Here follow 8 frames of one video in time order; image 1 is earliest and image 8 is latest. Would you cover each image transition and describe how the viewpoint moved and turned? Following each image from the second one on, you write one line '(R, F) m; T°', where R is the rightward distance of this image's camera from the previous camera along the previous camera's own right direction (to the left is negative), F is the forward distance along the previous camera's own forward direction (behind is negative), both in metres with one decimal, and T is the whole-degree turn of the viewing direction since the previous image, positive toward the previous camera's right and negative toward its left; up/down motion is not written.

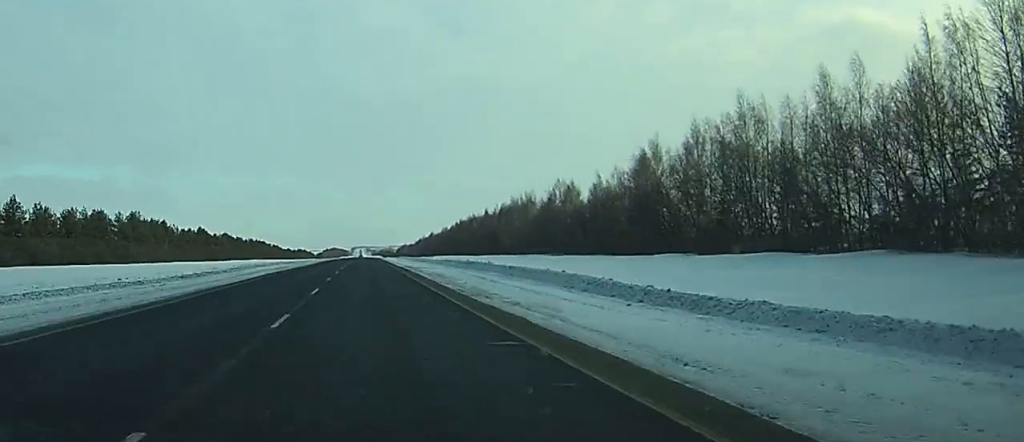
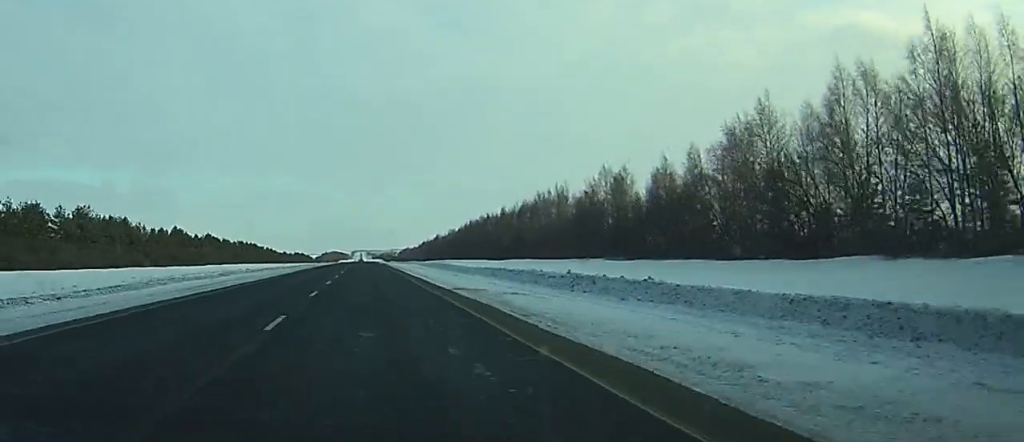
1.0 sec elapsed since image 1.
(+0.1, +36.2) m; 0°
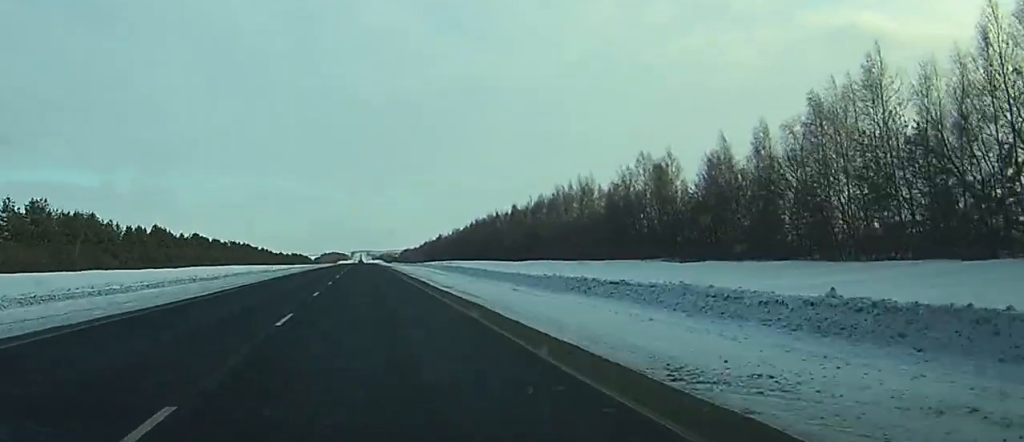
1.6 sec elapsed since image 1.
(0.0, +21.9) m; 0°
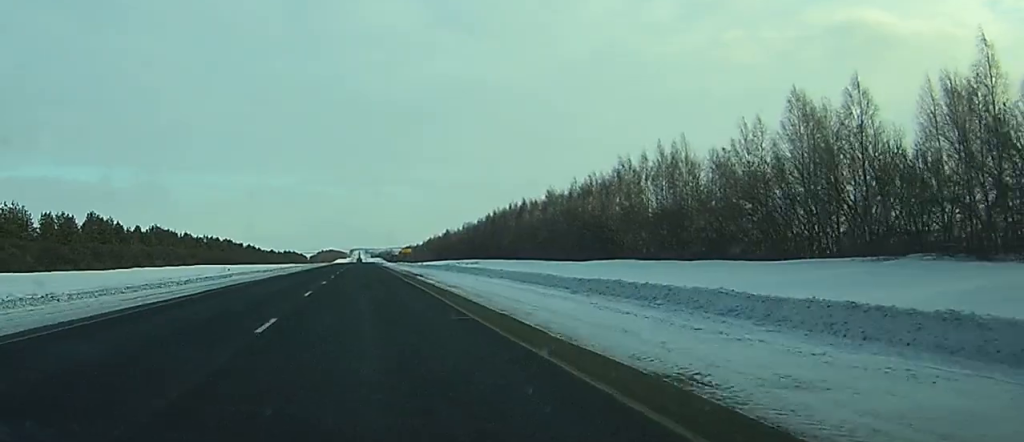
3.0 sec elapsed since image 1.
(0.0, +50.1) m; 0°
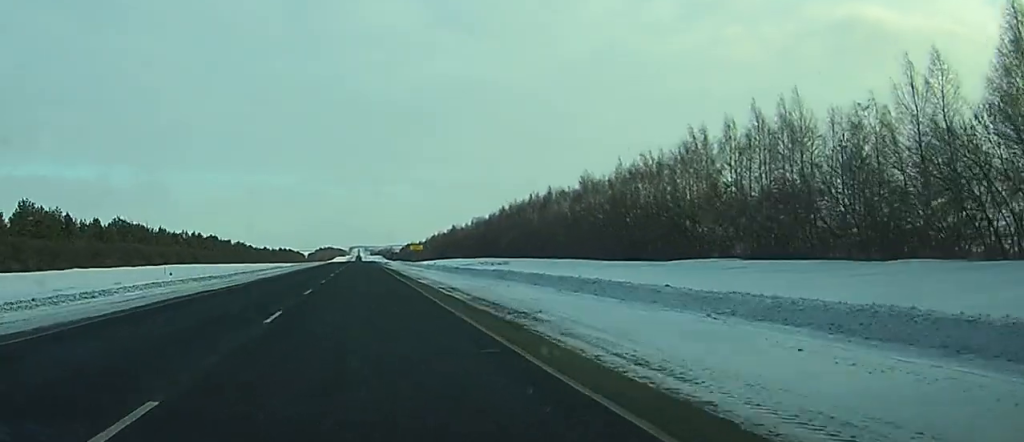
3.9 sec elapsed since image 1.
(-0.1, +33.3) m; 0°
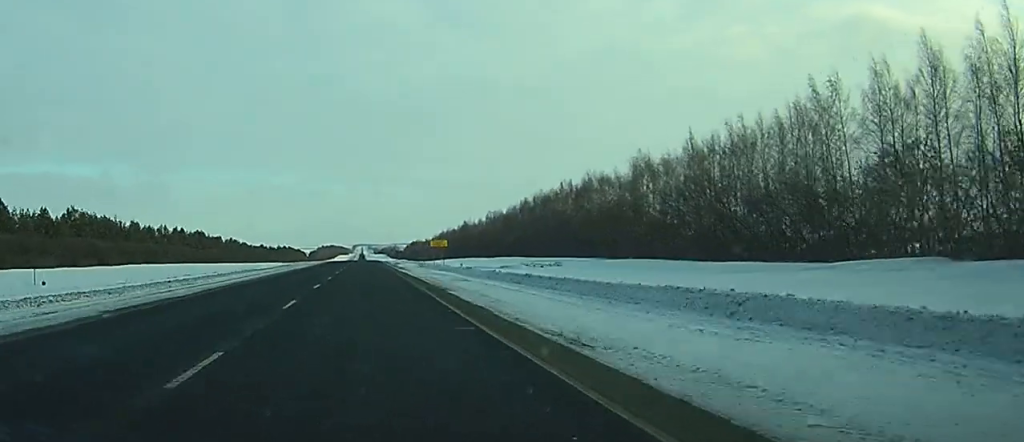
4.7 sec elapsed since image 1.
(0.0, +32.2) m; 0°
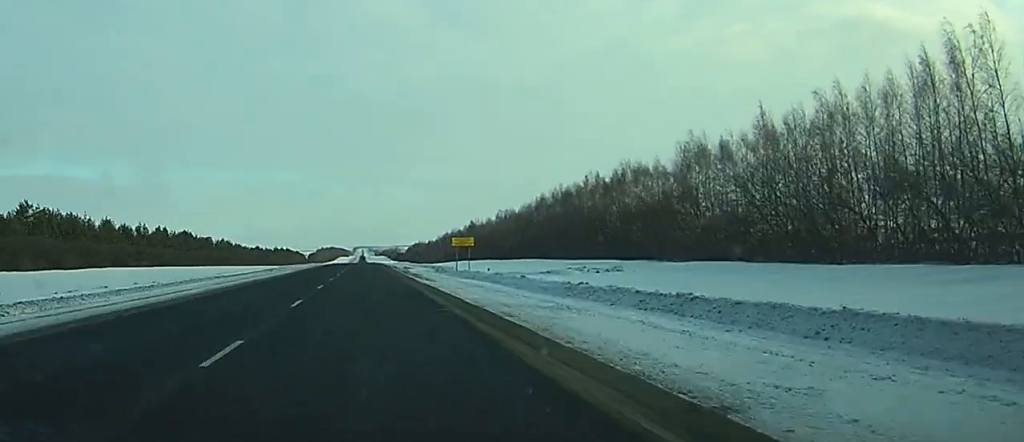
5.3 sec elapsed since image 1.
(0.0, +22.3) m; 0°
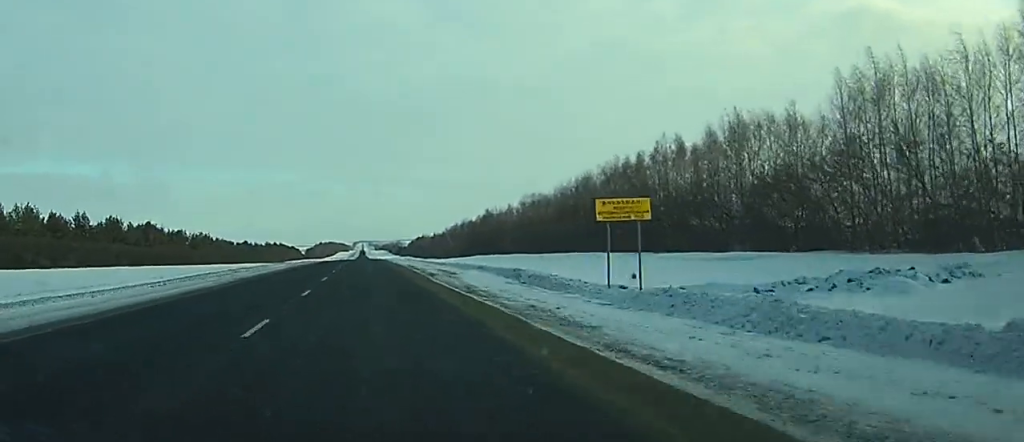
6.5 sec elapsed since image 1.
(-0.1, +44.7) m; 0°
